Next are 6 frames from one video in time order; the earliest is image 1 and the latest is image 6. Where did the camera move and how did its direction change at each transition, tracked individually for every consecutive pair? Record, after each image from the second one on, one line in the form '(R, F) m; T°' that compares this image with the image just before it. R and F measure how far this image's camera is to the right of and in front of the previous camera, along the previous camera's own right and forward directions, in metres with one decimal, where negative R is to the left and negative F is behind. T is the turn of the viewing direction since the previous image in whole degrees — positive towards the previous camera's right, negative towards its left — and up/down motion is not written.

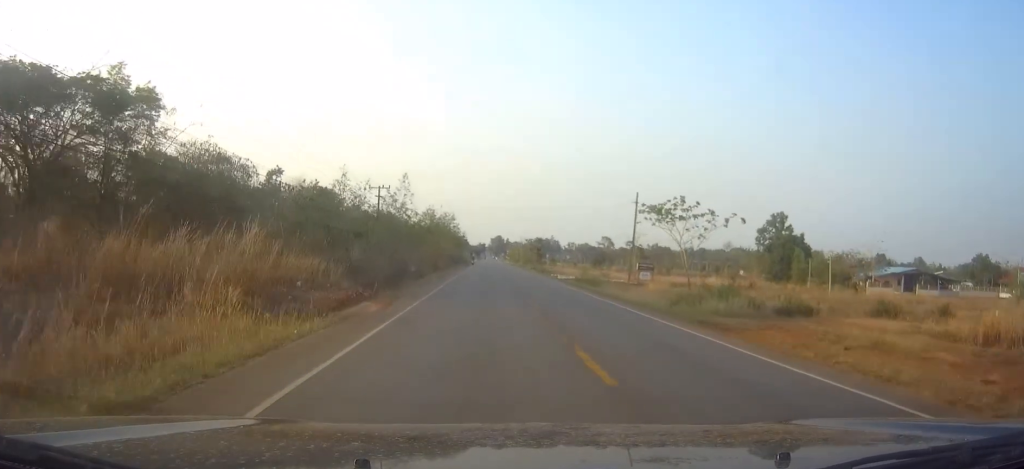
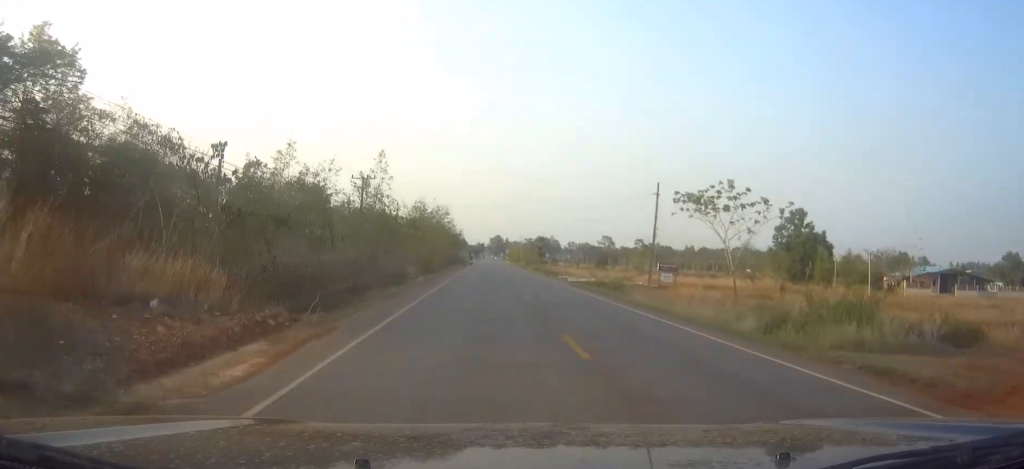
(+0.1, +10.7) m; 0°
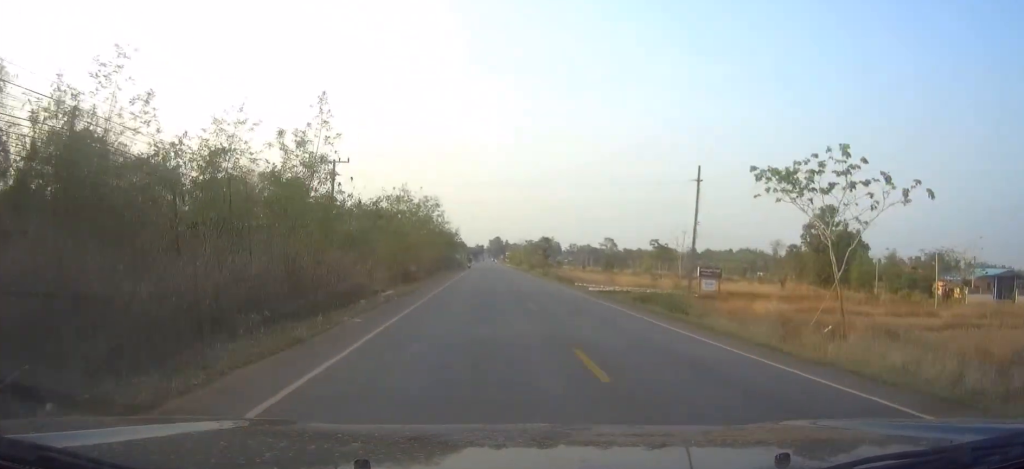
(+0.2, +12.6) m; 0°
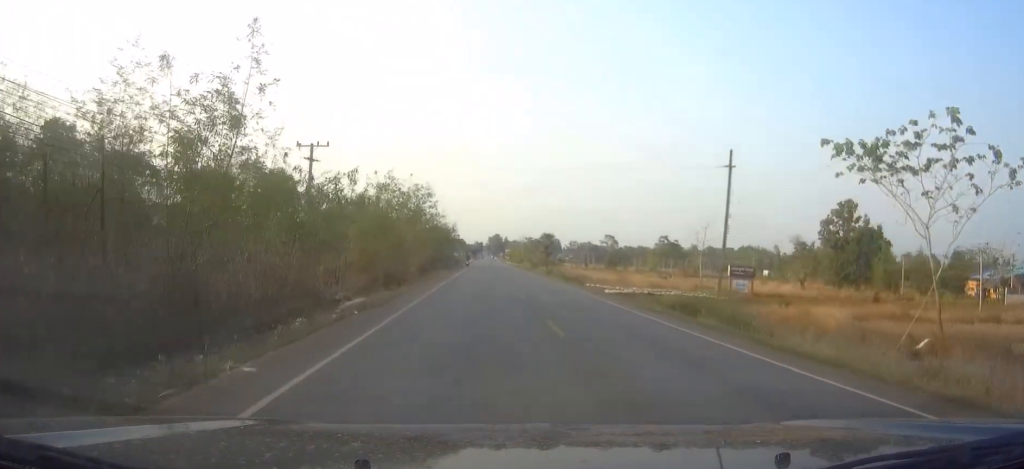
(-0.1, +7.6) m; 0°
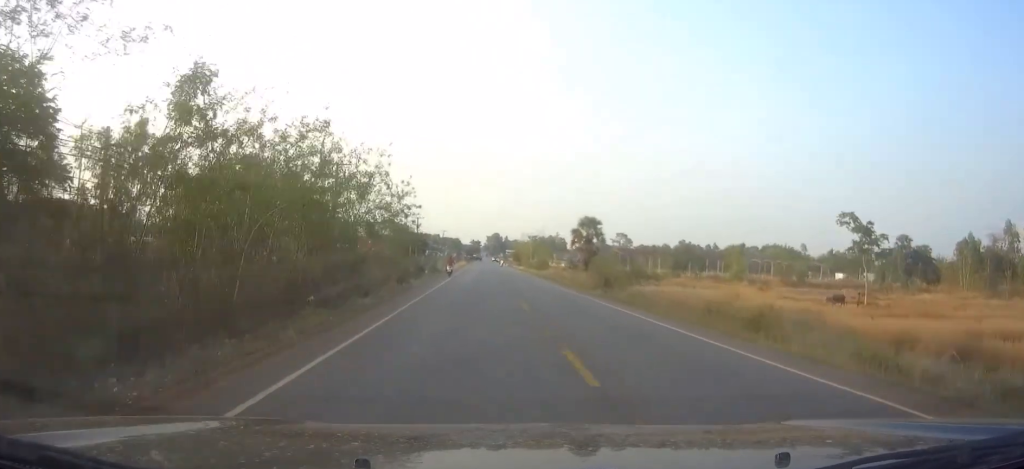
(+0.1, +66.0) m; 0°
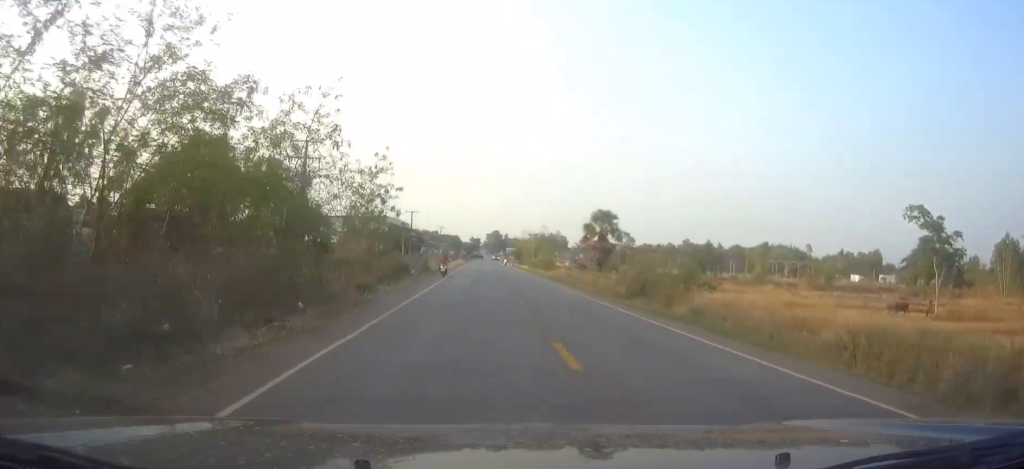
(0.0, +11.5) m; 0°
